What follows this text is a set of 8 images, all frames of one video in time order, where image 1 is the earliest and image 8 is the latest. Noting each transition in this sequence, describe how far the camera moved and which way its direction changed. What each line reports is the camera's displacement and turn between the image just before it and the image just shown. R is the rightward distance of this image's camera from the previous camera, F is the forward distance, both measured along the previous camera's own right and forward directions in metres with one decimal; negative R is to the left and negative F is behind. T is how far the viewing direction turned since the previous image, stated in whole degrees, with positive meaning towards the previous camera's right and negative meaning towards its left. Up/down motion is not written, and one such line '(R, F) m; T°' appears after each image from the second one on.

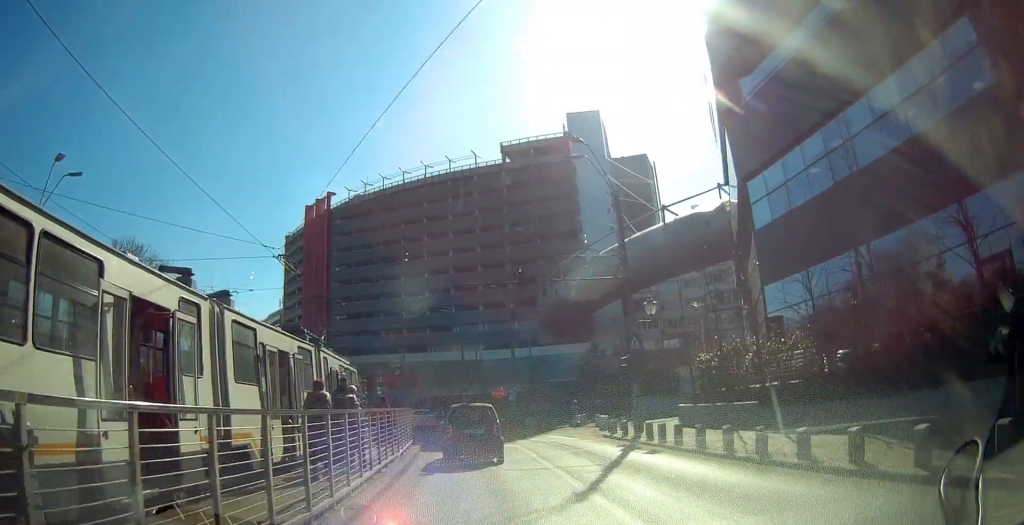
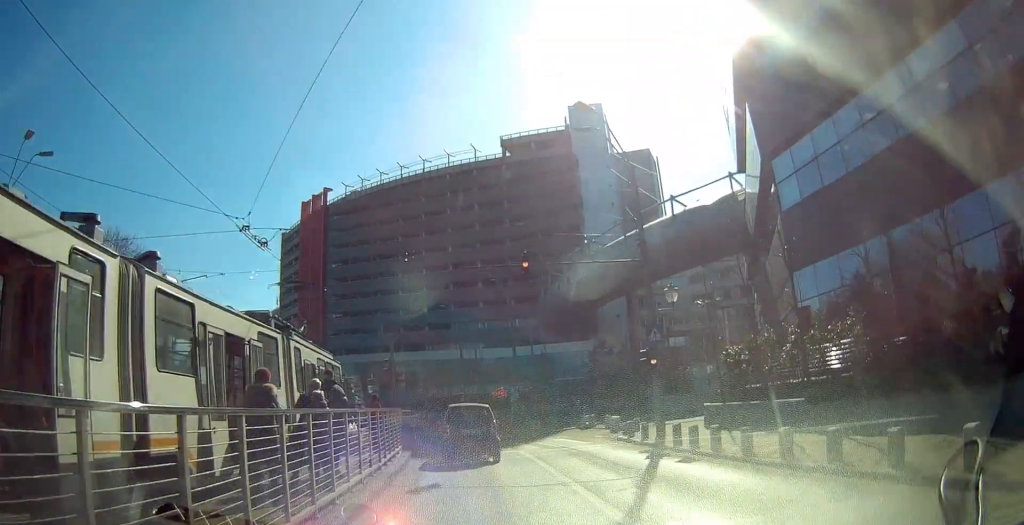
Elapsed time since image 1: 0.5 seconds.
(-0.1, +2.7) m; -2°
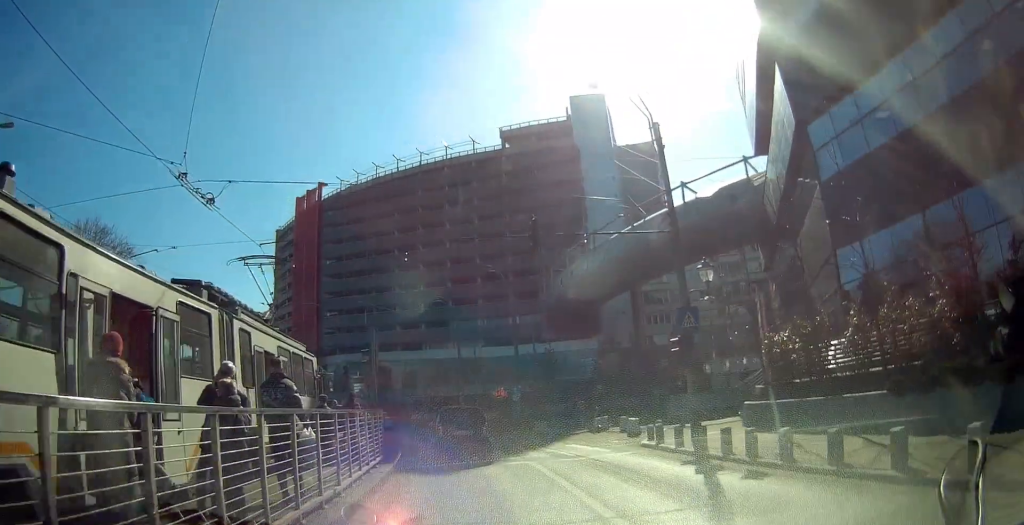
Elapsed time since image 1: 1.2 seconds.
(0.0, +3.5) m; +1°
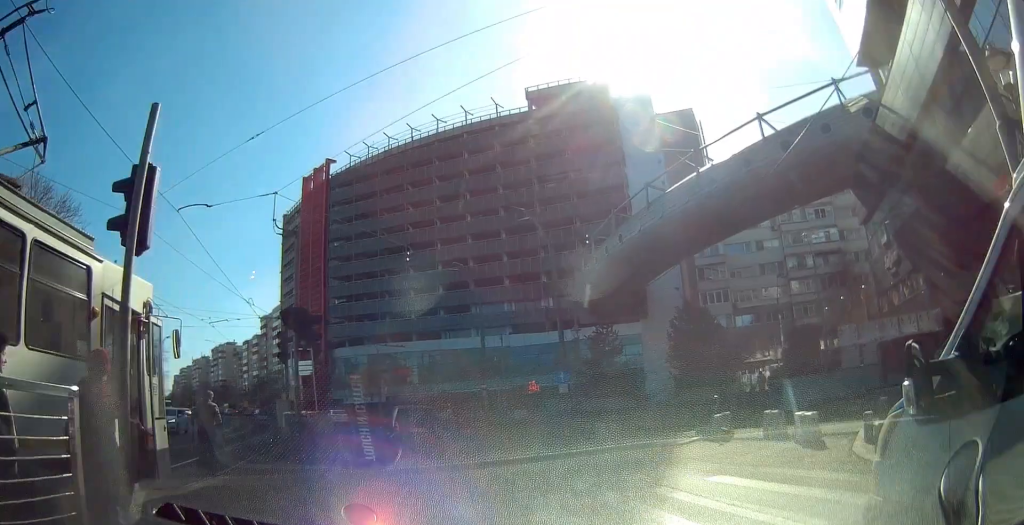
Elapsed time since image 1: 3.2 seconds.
(-0.4, +11.2) m; -3°
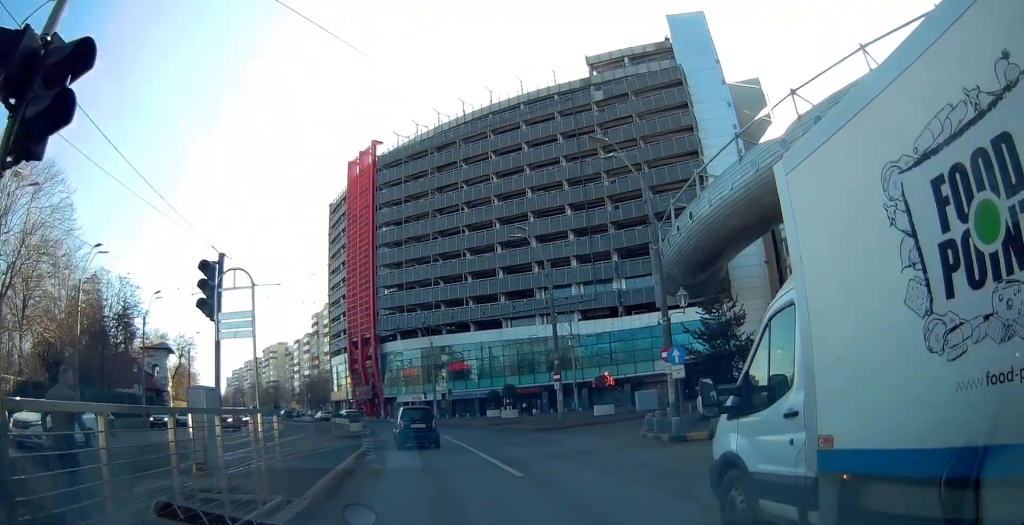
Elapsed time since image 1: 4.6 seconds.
(+0.1, +7.5) m; -2°
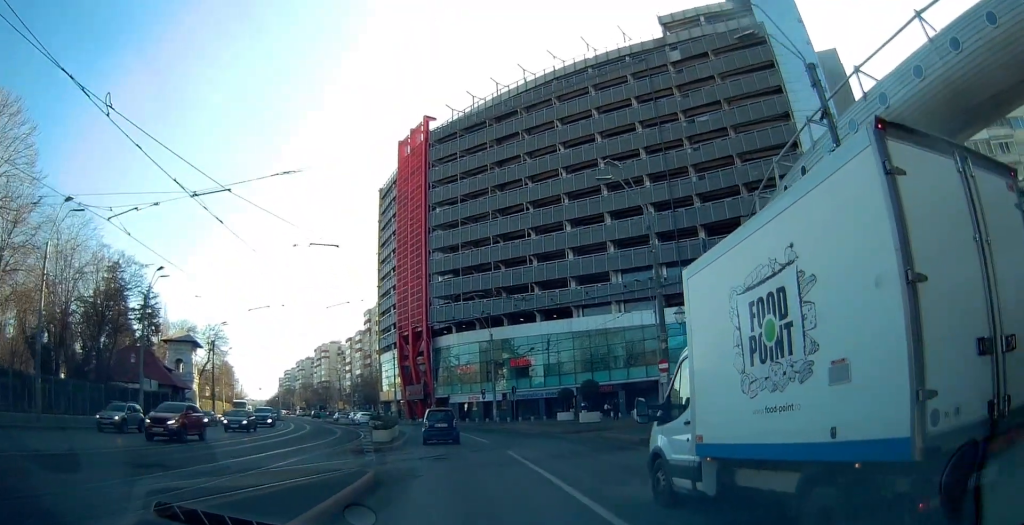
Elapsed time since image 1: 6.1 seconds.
(-0.9, +8.4) m; -12°
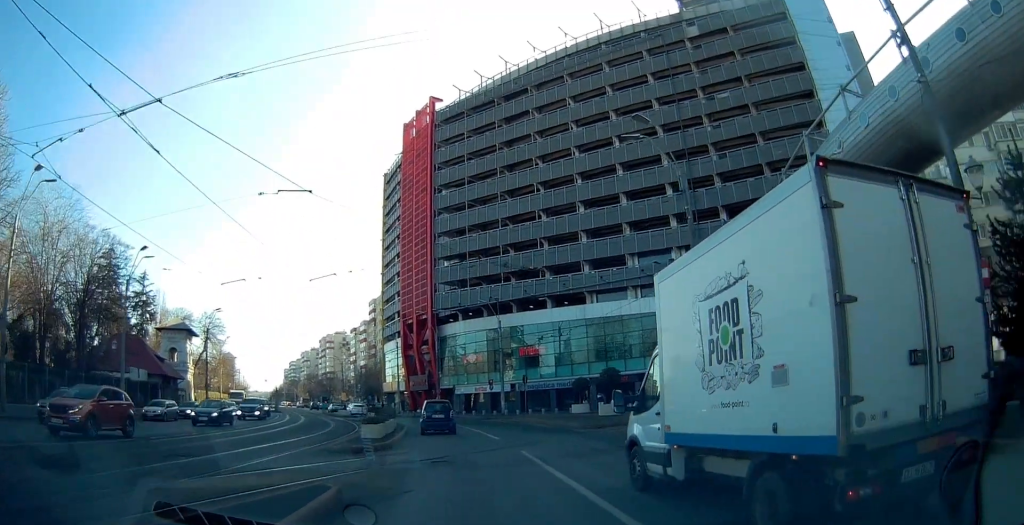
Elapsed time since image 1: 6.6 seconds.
(-0.1, +3.3) m; -2°
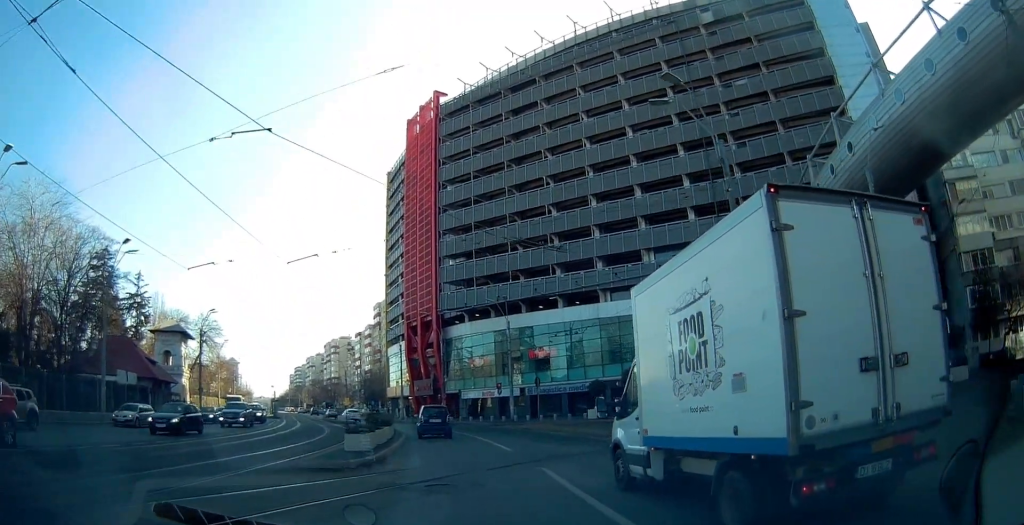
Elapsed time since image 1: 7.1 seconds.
(-0.1, +3.1) m; 0°
